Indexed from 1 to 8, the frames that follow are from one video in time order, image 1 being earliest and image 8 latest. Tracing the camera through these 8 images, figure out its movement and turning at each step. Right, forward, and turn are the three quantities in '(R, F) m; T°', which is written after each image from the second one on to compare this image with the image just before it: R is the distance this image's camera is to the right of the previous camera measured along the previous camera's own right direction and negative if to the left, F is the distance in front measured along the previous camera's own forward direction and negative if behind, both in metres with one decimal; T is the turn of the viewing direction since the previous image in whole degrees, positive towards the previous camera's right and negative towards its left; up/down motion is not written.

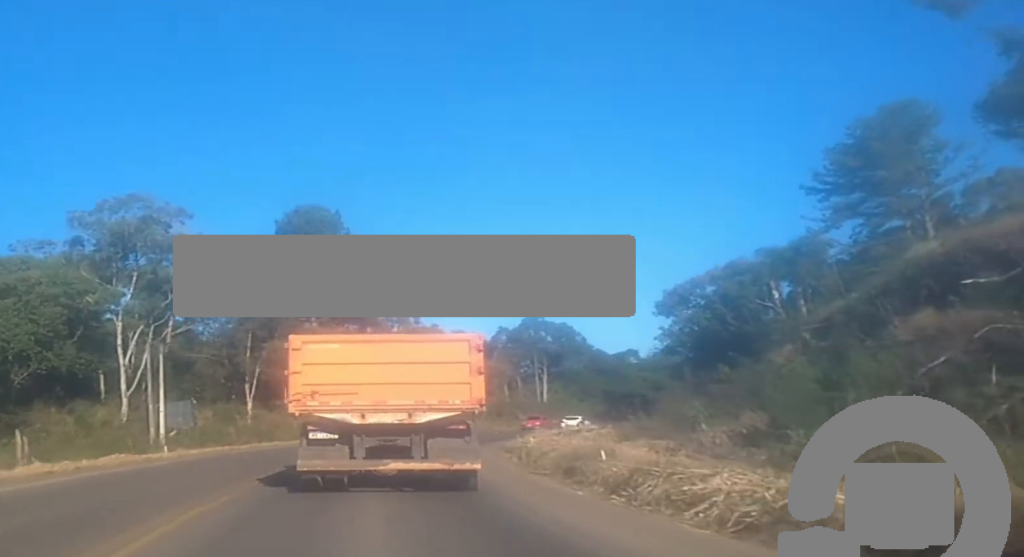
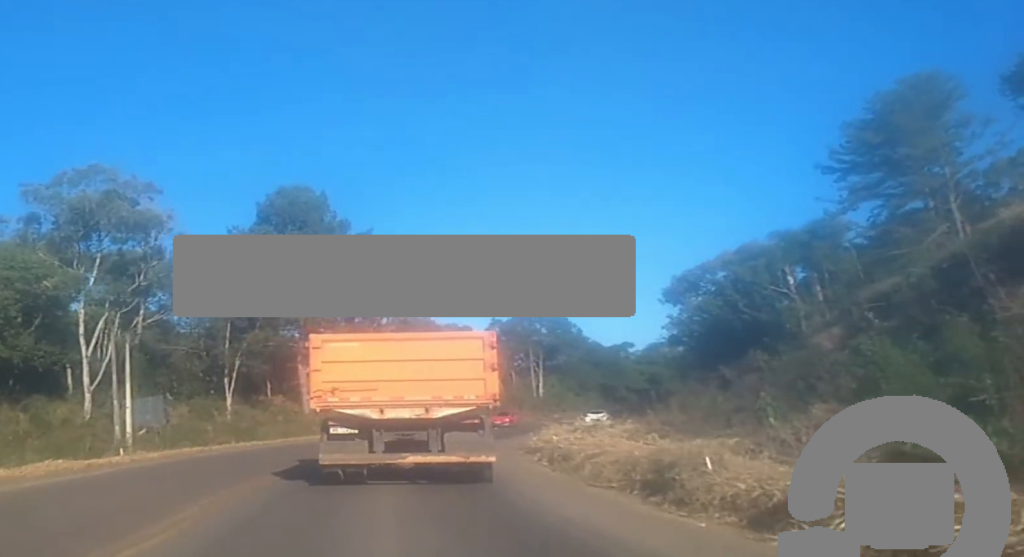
(0.0, +5.8) m; 0°
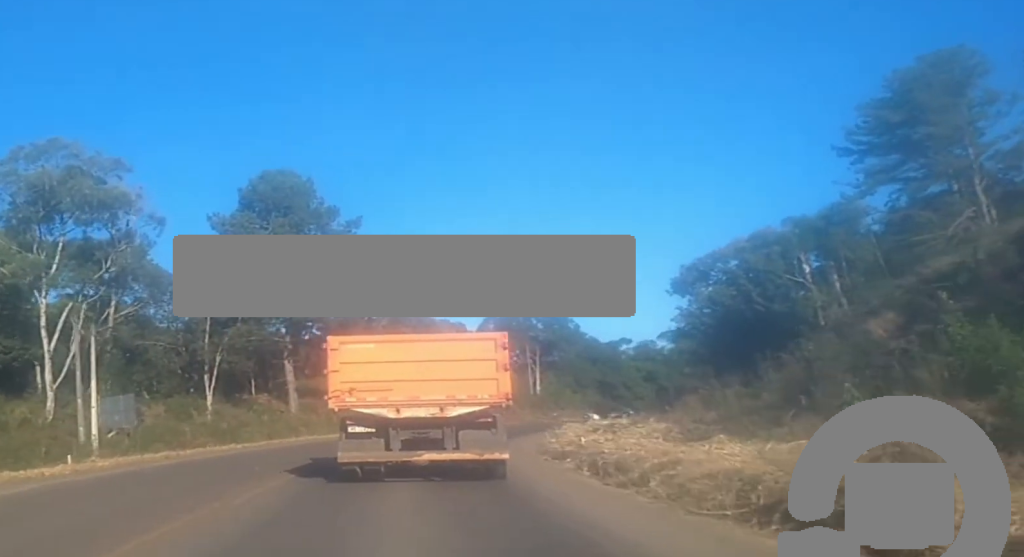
(0.0, +5.0) m; +1°
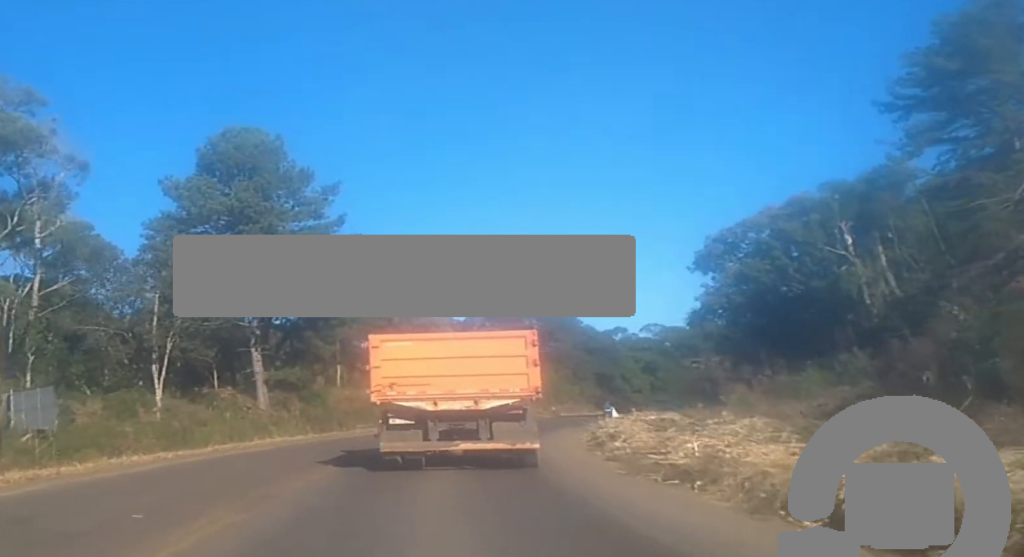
(+0.1, +10.2) m; +3°
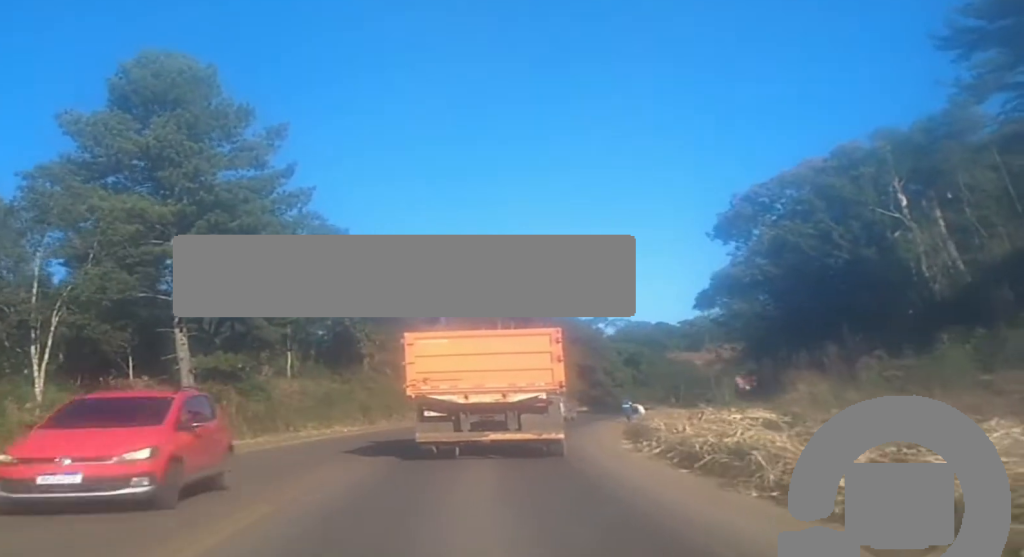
(+0.5, +12.4) m; +4°
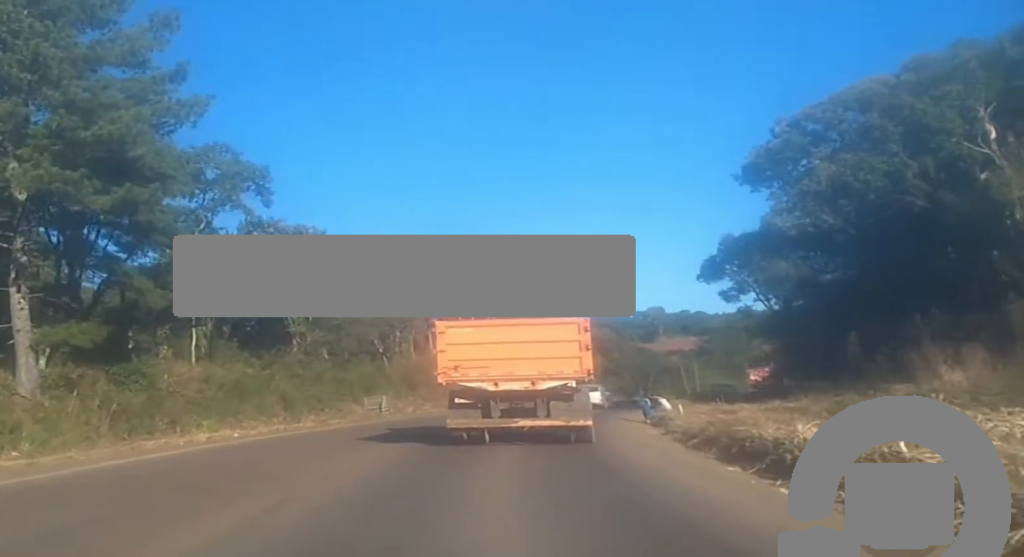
(+0.4, +13.5) m; +3°
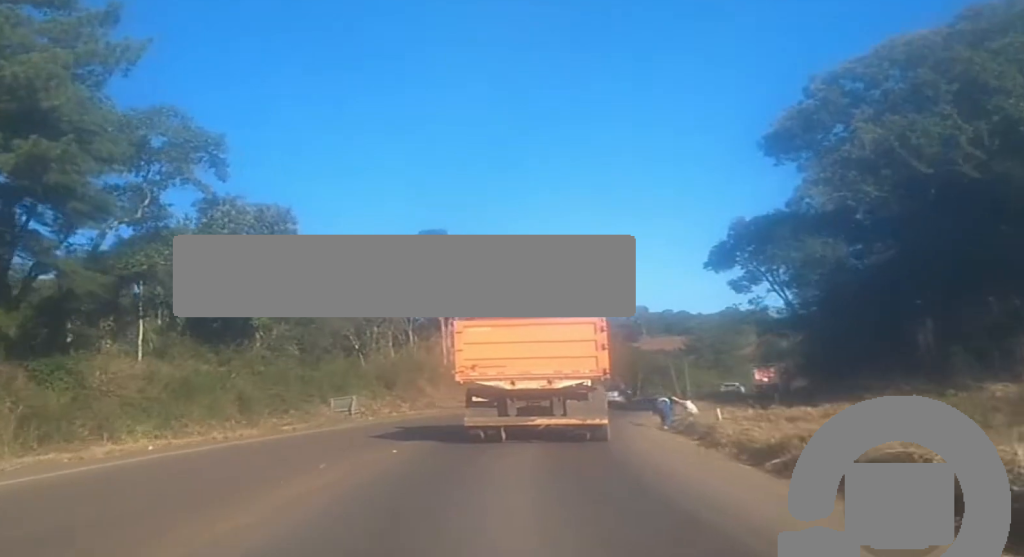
(0.0, +5.9) m; +1°
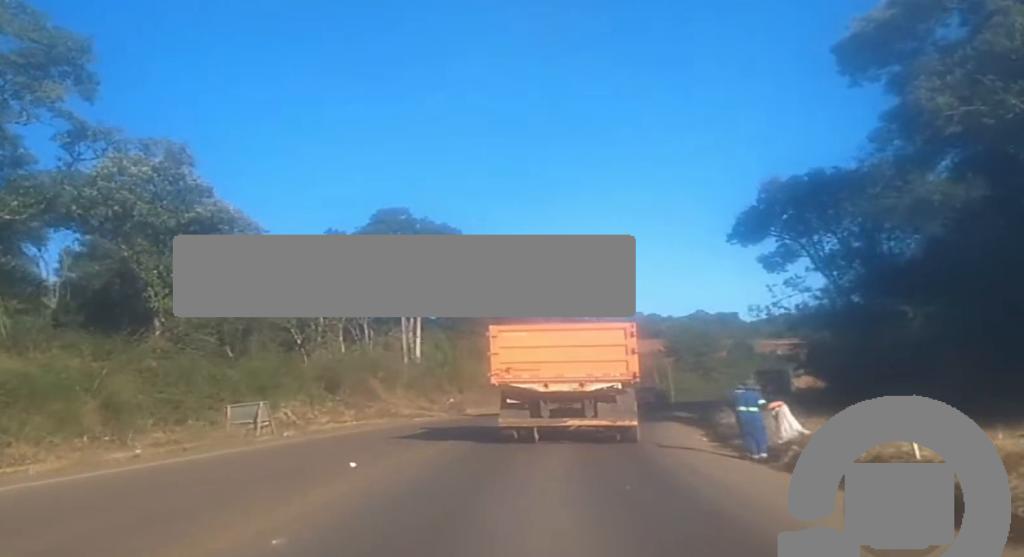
(+0.1, +11.8) m; +4°
